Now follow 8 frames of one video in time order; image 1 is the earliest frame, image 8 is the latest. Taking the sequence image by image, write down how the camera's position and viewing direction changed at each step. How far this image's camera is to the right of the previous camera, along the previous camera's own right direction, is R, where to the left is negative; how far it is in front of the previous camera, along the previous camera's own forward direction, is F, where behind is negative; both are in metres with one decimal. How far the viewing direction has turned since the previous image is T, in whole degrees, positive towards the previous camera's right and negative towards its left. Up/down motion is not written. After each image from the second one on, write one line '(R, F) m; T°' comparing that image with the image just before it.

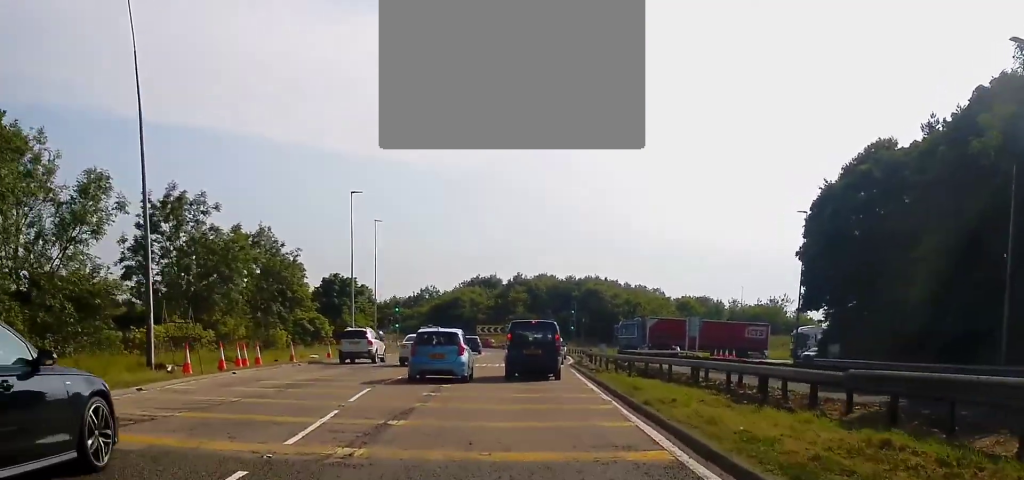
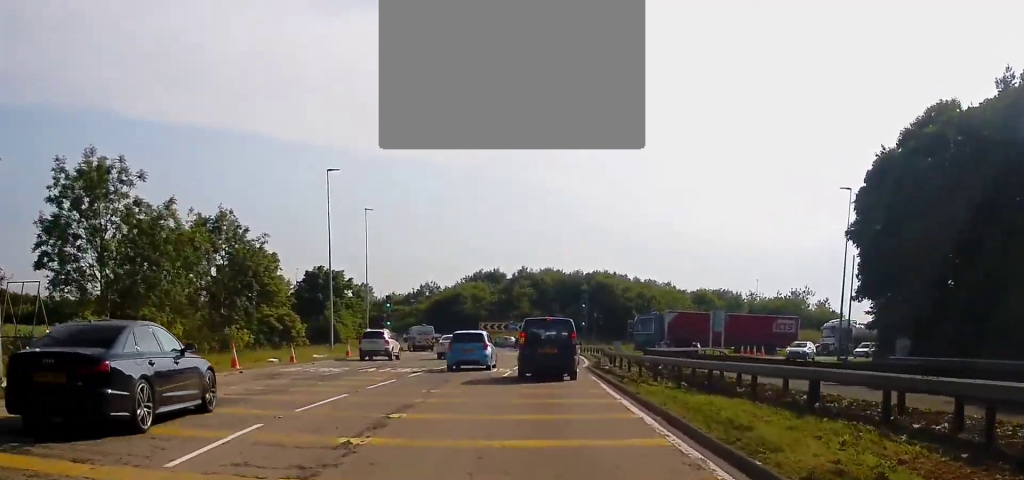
(-0.2, +8.2) m; -1°
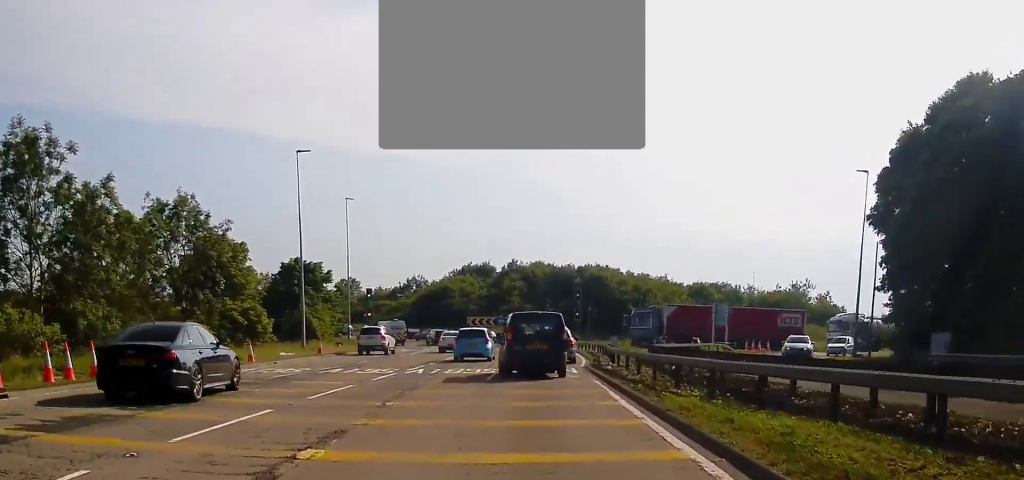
(0.0, +4.5) m; +1°
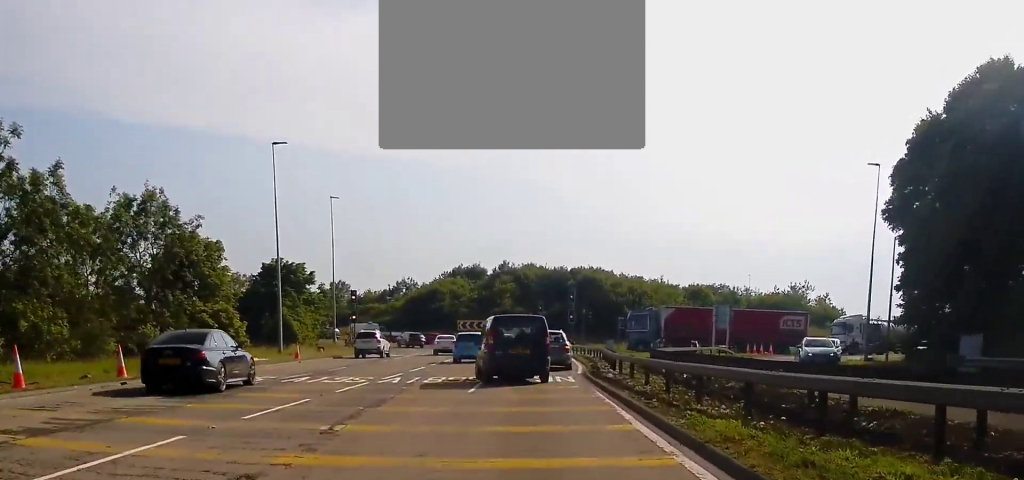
(0.0, +3.1) m; +1°
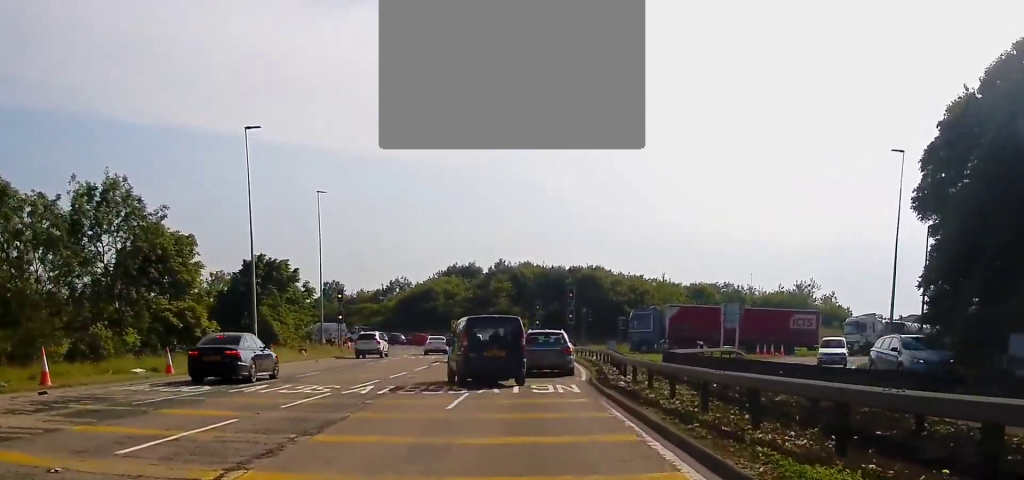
(+0.1, +3.8) m; -1°
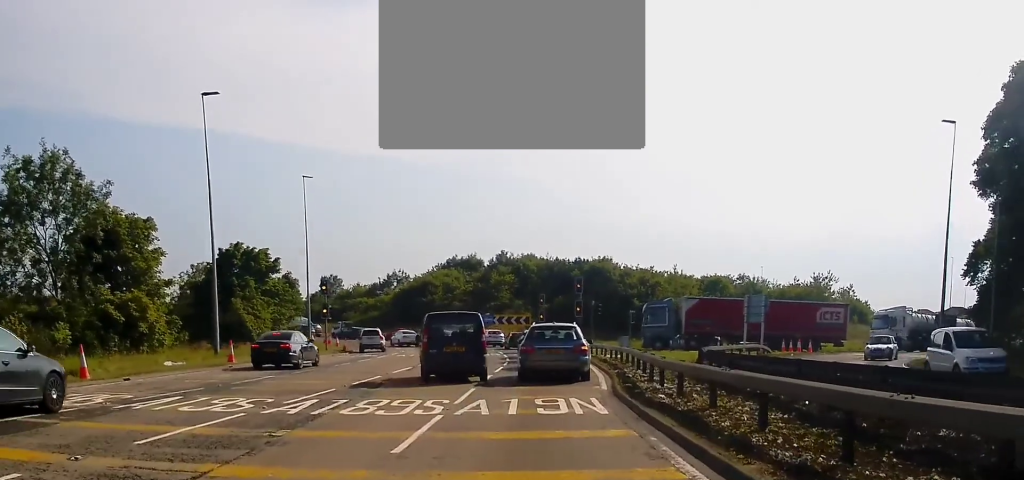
(-0.2, +5.5) m; -1°
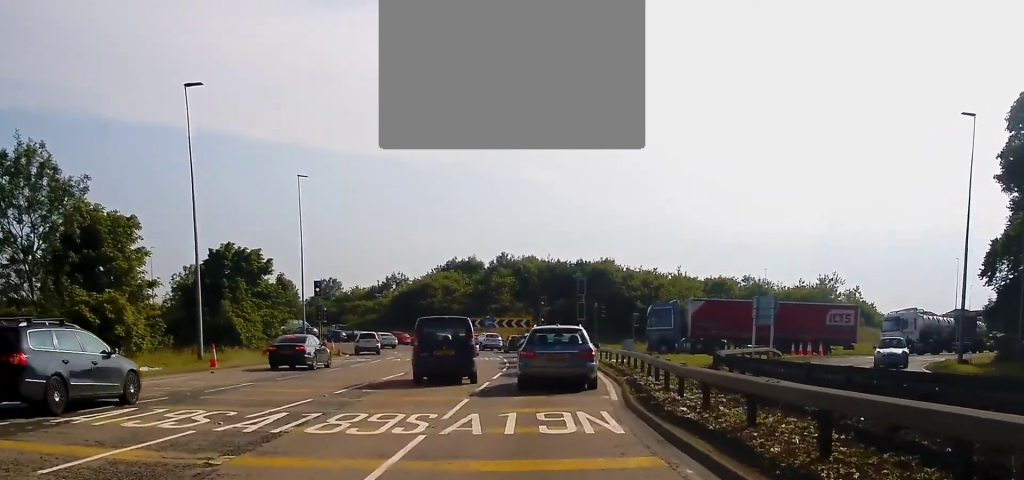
(+0.1, +1.9) m; +1°
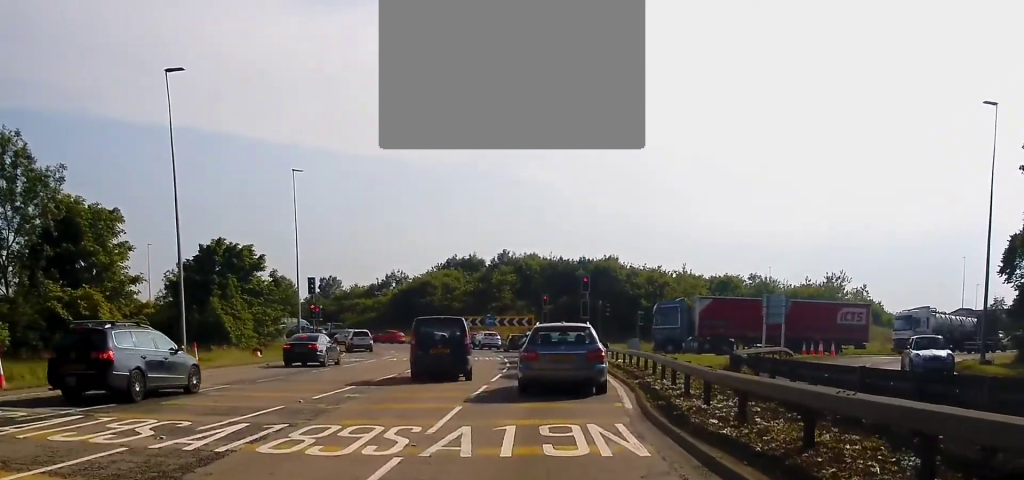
(+0.1, +1.8) m; +2°
